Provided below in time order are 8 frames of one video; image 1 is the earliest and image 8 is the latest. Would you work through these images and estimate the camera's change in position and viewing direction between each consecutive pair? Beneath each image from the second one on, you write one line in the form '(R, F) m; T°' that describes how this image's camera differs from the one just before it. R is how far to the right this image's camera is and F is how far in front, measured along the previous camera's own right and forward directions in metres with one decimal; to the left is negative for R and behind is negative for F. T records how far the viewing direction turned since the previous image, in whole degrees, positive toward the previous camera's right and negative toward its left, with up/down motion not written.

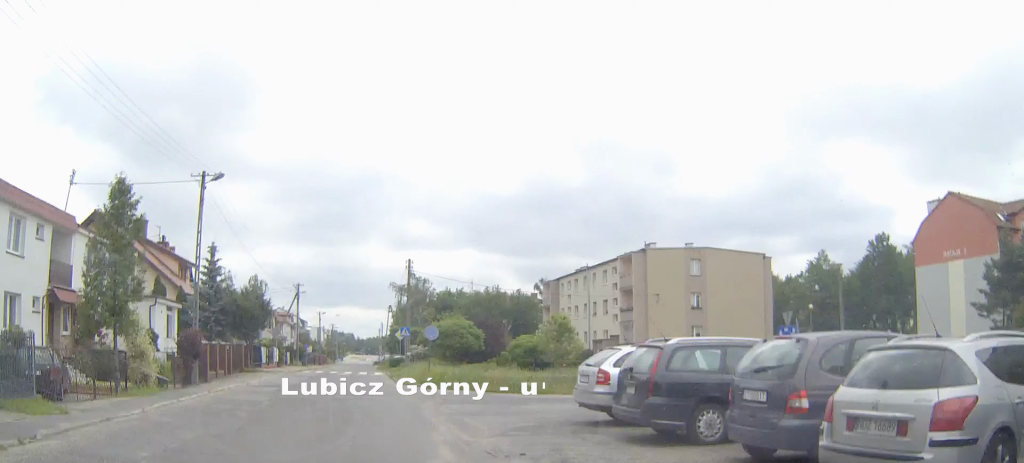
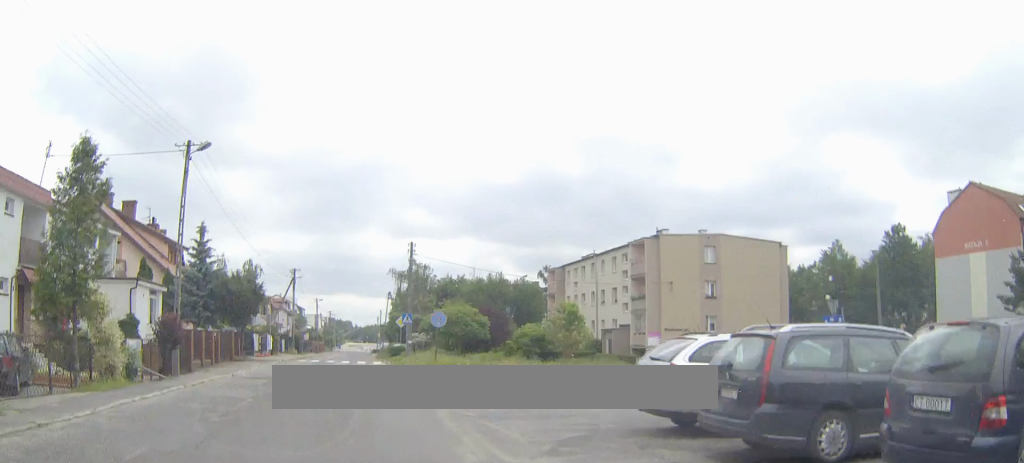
(+0.1, +2.9) m; 0°
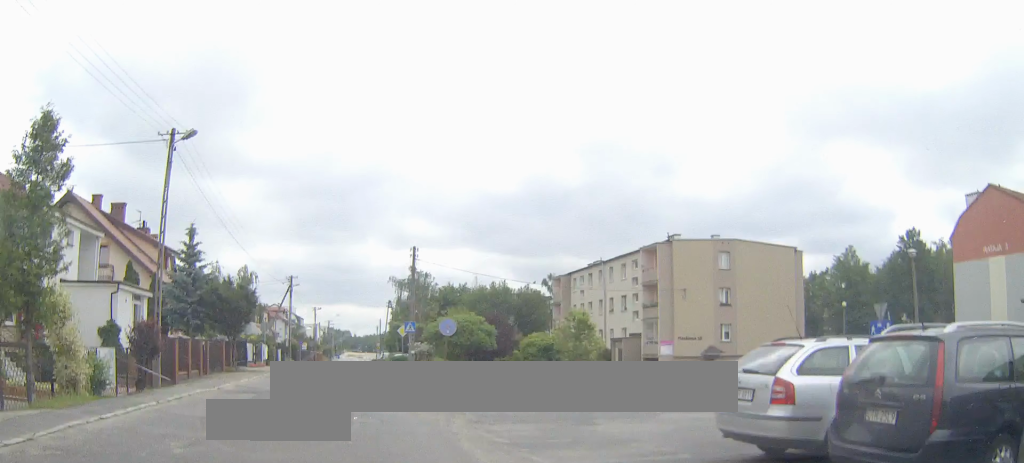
(+0.1, +2.7) m; 0°
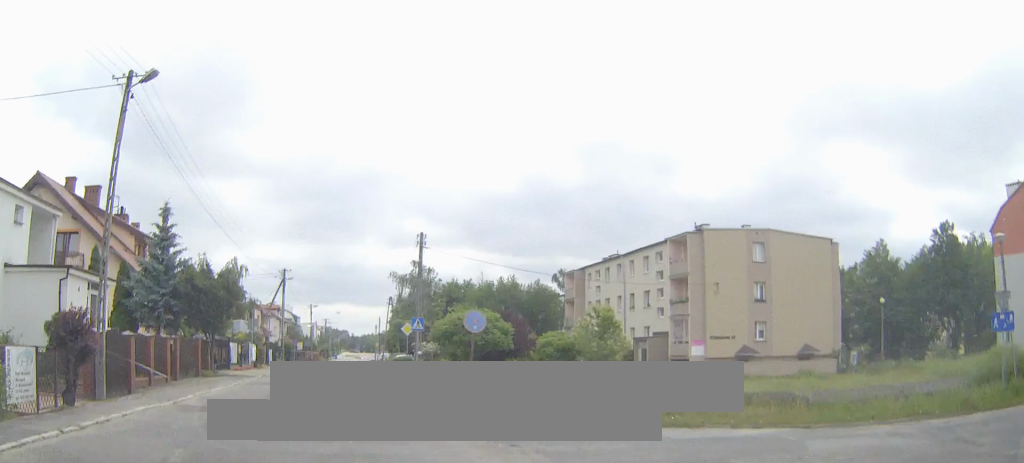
(0.0, +5.5) m; -1°
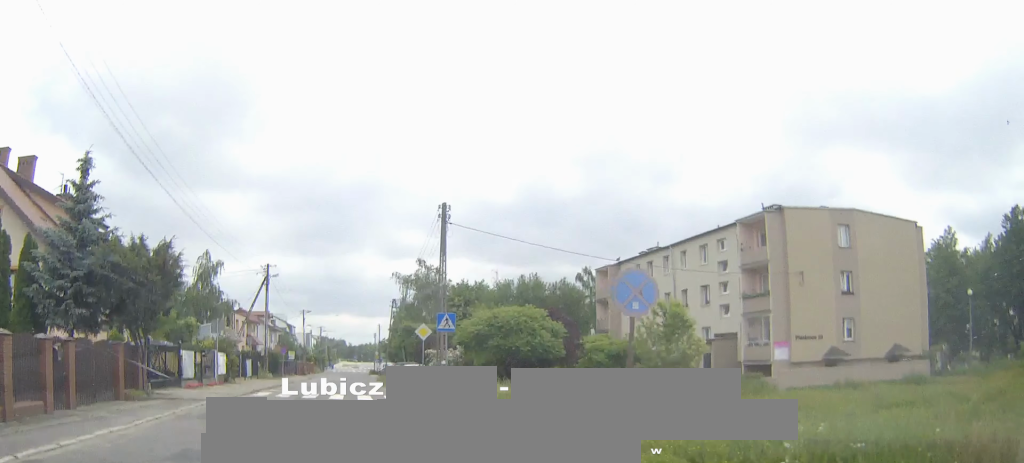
(-0.1, +10.7) m; -1°
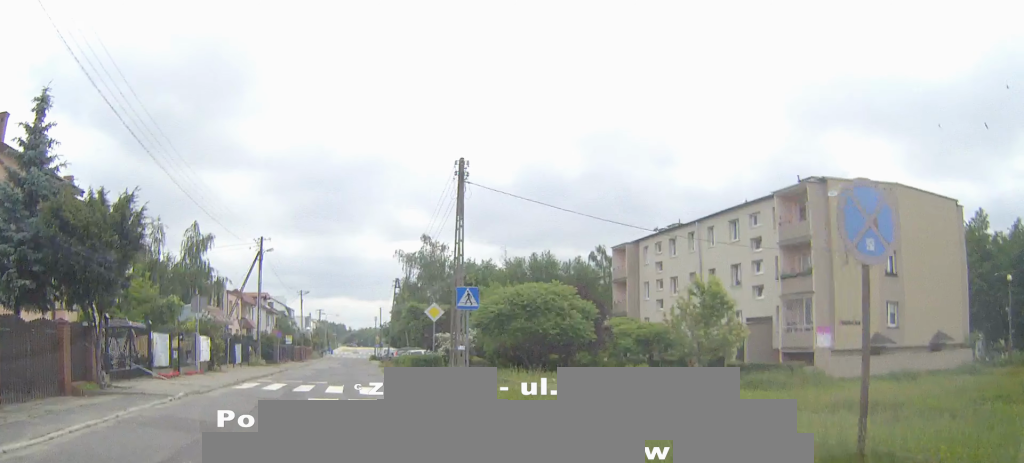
(0.0, +4.4) m; -1°
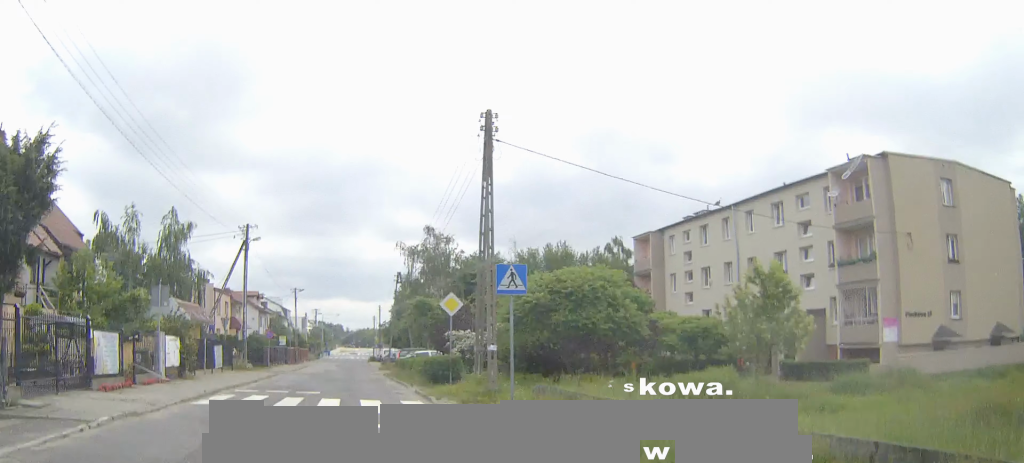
(-0.1, +5.4) m; -1°
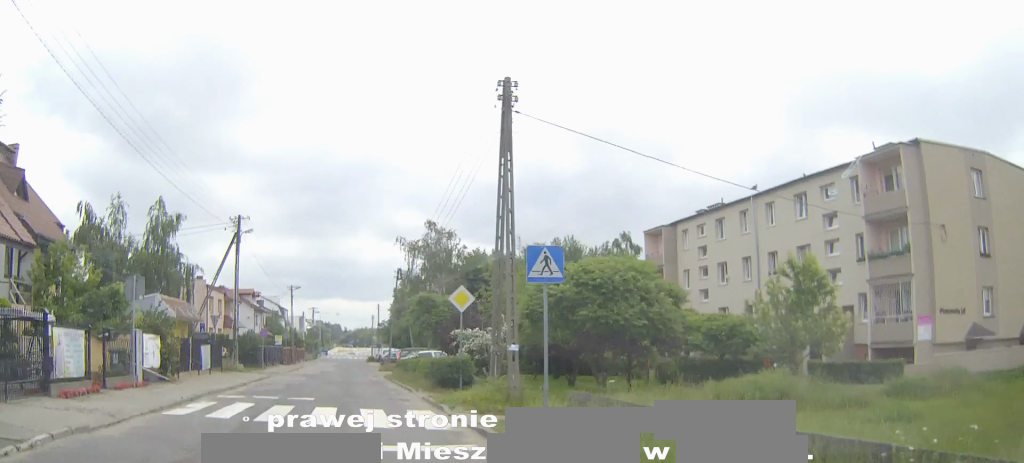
(0.0, +2.5) m; 0°
